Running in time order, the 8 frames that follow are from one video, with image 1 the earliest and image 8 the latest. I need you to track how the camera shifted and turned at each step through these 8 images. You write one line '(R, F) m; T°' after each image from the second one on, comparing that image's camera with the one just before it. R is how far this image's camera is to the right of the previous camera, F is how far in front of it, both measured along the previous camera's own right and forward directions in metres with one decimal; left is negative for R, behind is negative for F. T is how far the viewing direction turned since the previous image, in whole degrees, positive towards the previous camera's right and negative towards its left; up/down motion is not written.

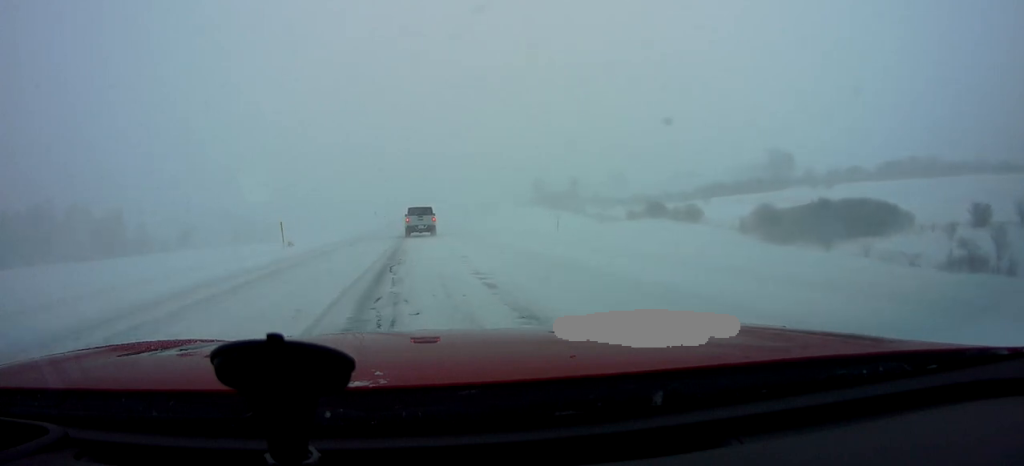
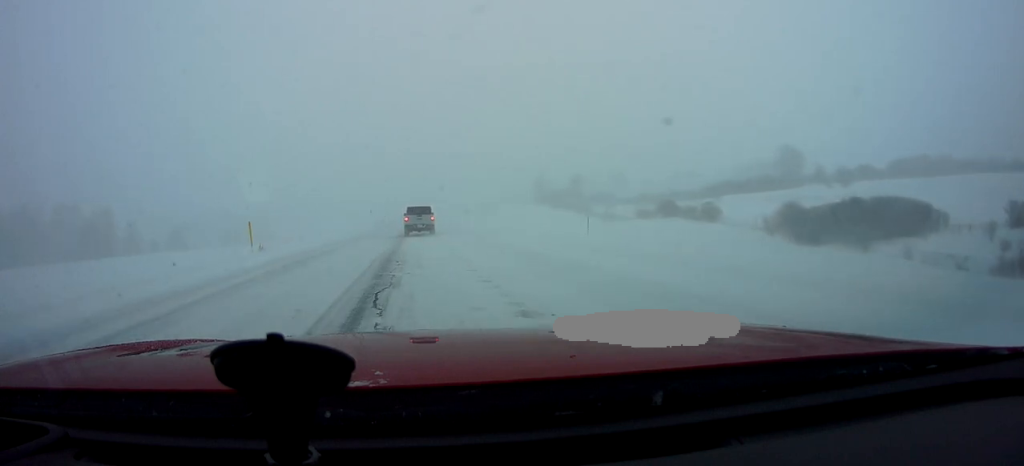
(+0.1, +4.9) m; 0°
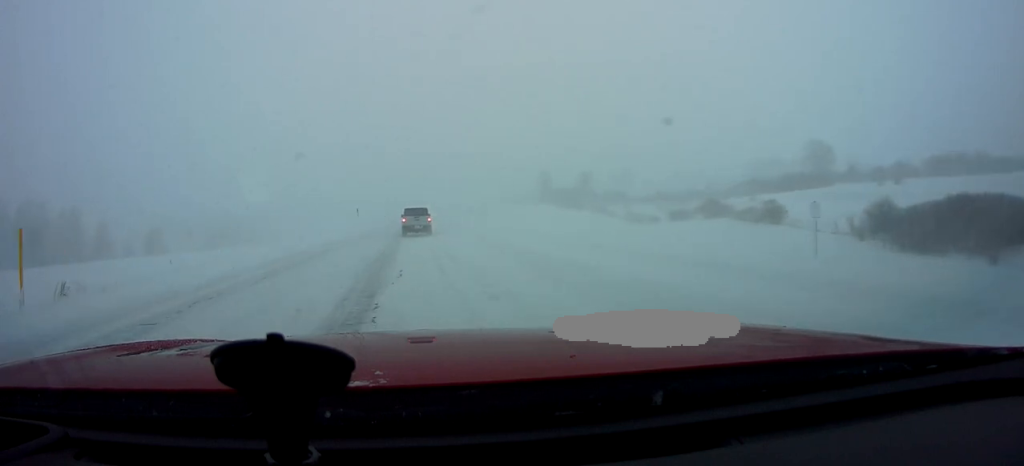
(0.0, +13.3) m; -1°
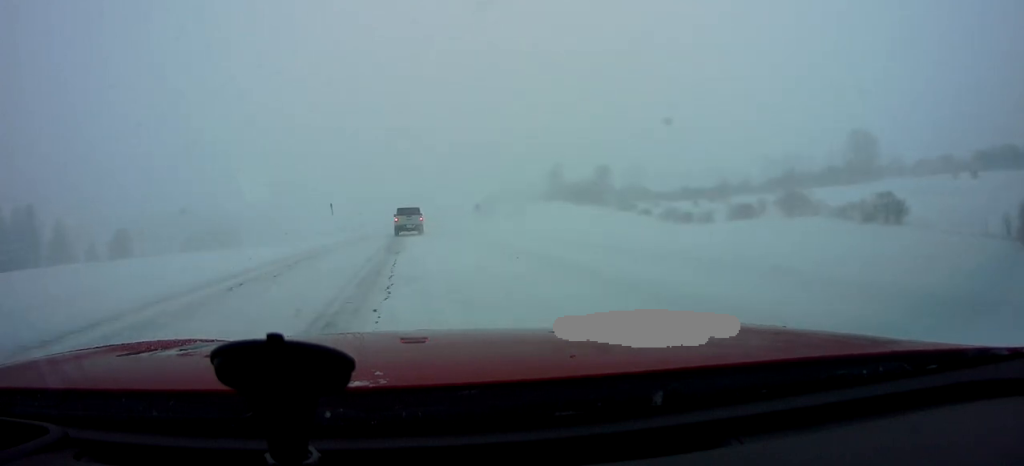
(-0.5, +16.5) m; -1°
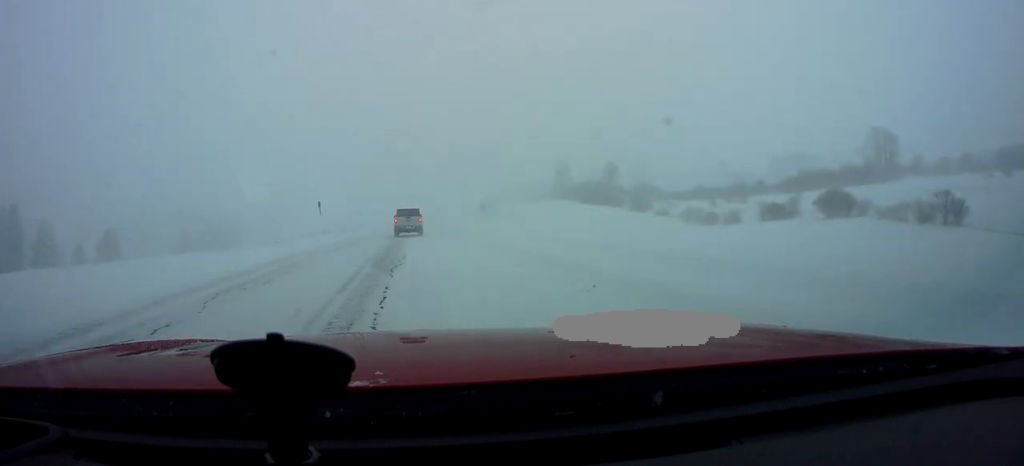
(-0.1, +6.0) m; +1°
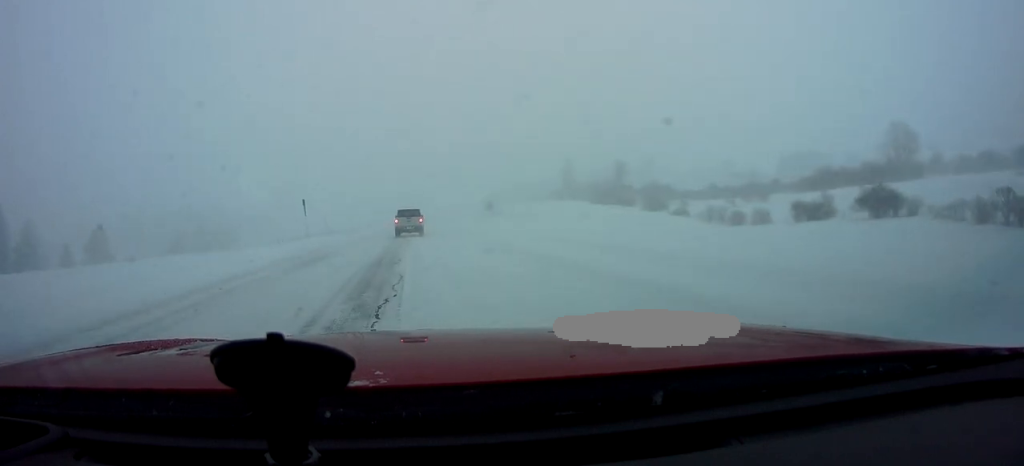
(+0.2, +5.6) m; +1°
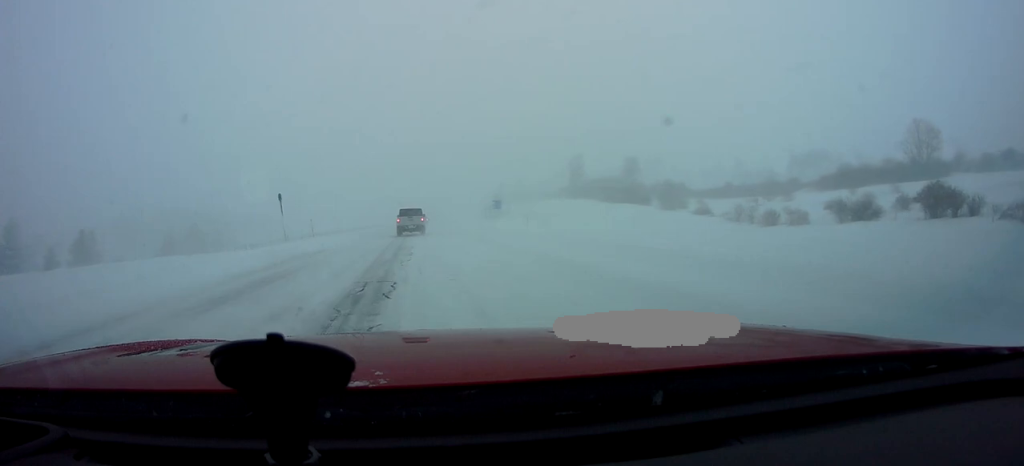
(+0.1, +6.0) m; +1°
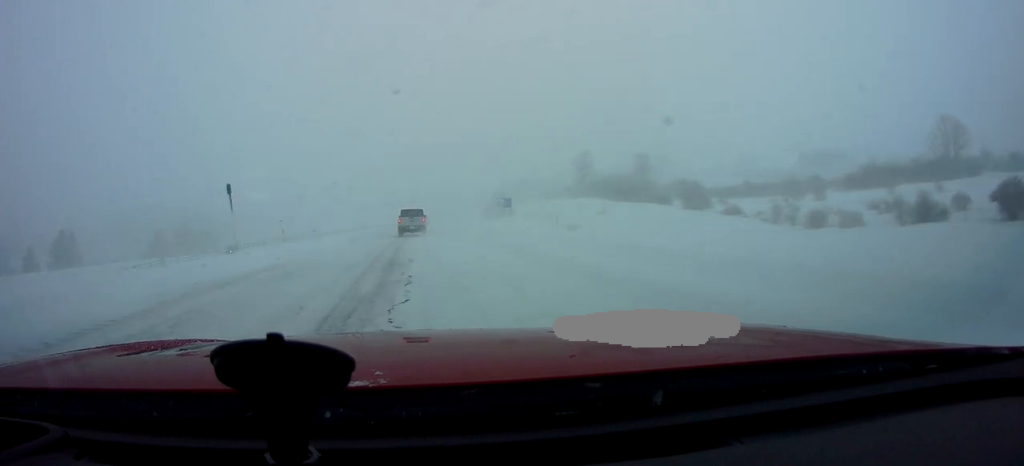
(0.0, +7.4) m; 0°
